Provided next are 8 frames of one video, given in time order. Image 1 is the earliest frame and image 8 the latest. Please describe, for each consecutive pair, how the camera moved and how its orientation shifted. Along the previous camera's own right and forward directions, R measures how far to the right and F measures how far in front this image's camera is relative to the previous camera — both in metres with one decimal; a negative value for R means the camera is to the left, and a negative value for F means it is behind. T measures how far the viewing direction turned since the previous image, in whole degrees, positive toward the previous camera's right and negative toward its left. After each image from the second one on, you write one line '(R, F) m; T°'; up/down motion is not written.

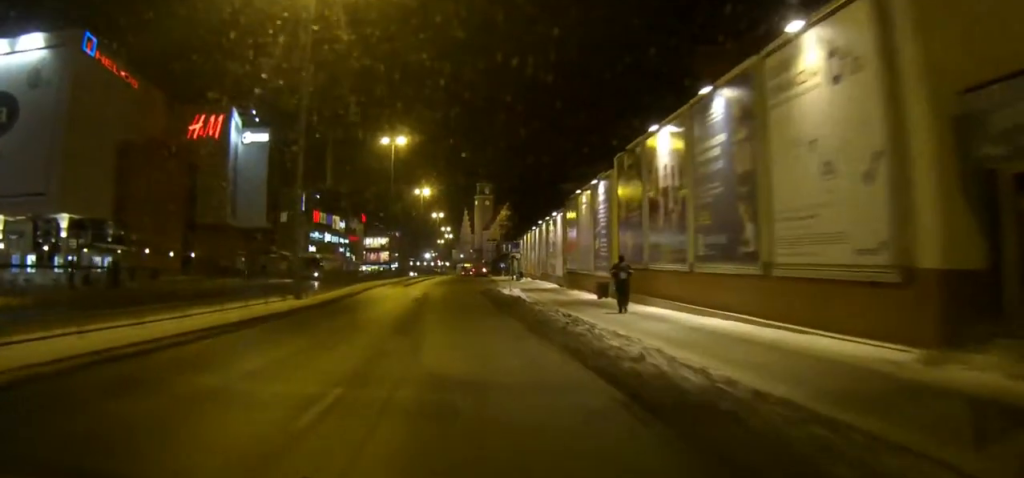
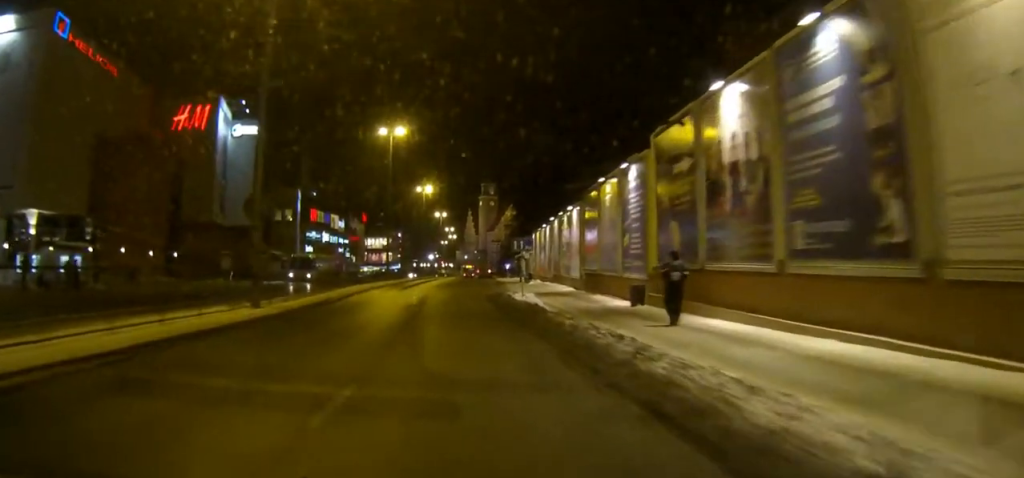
(0.0, +6.1) m; 0°
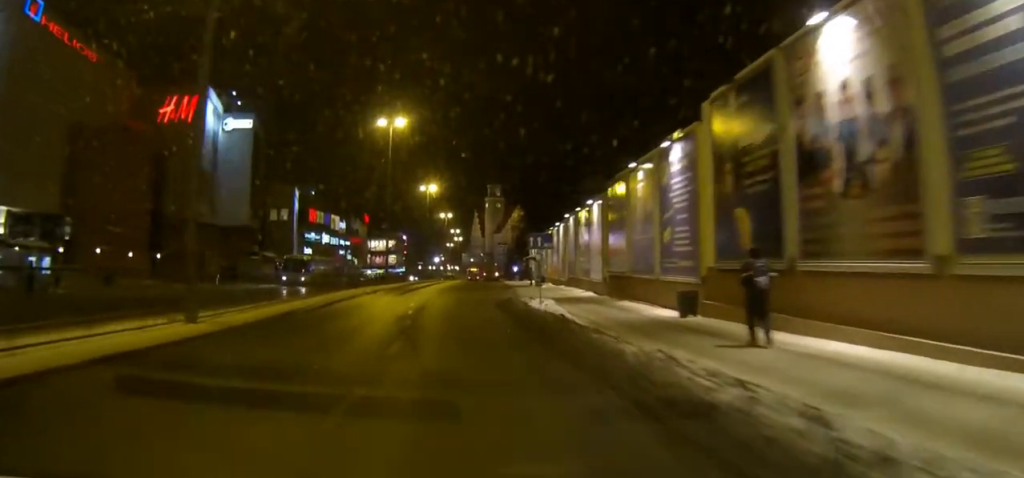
(0.0, +5.6) m; 0°
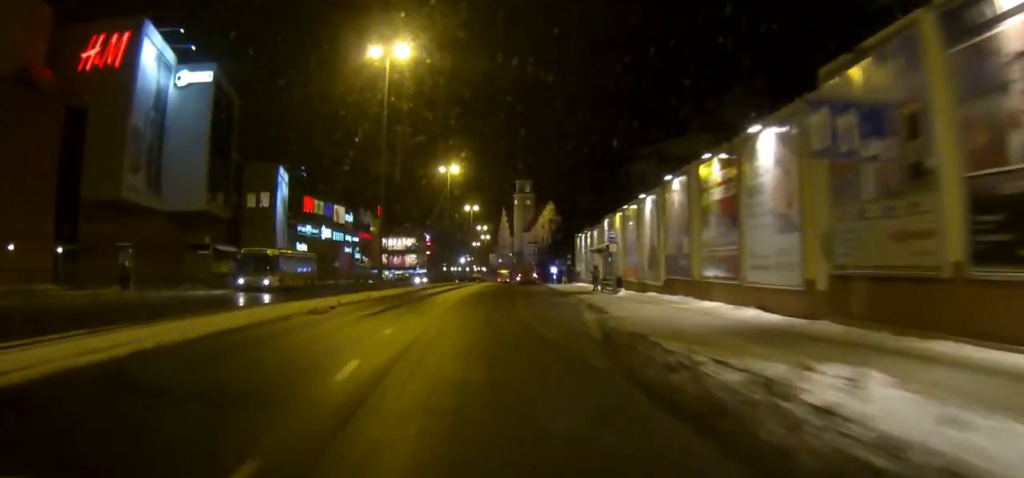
(-0.2, +21.3) m; -1°
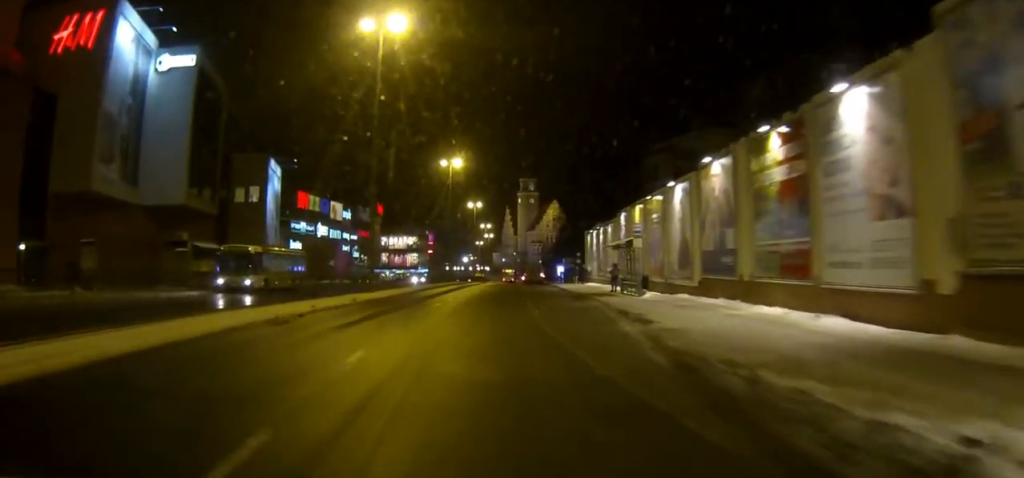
(-0.1, +5.1) m; 0°
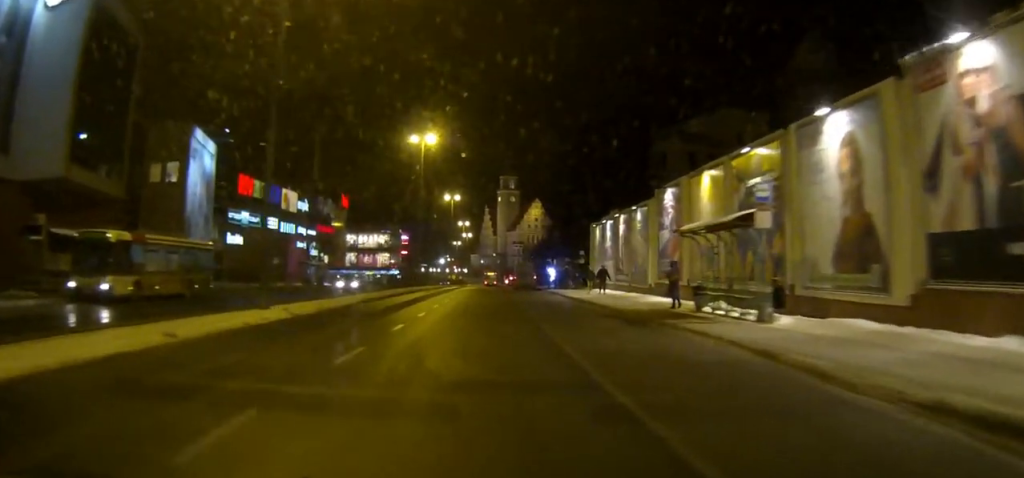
(0.0, +17.4) m; +1°
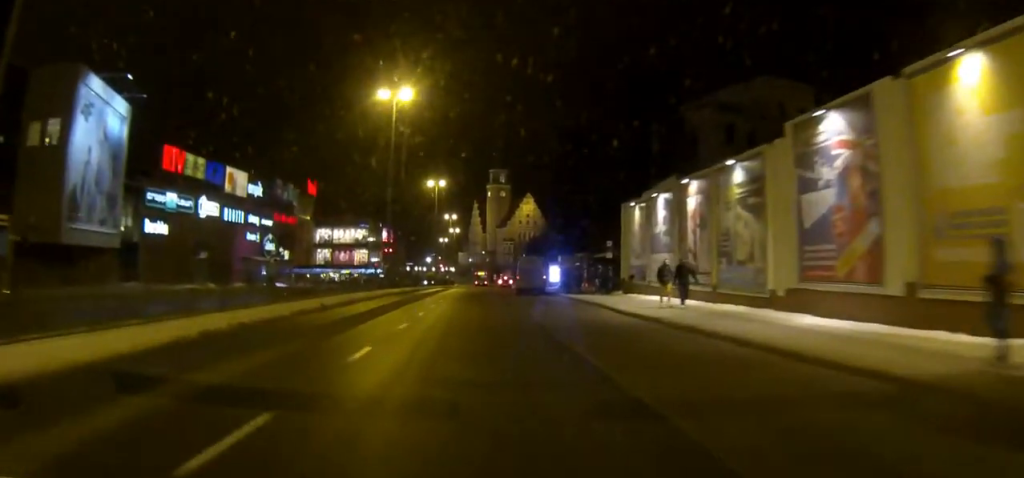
(+0.1, +17.8) m; +1°
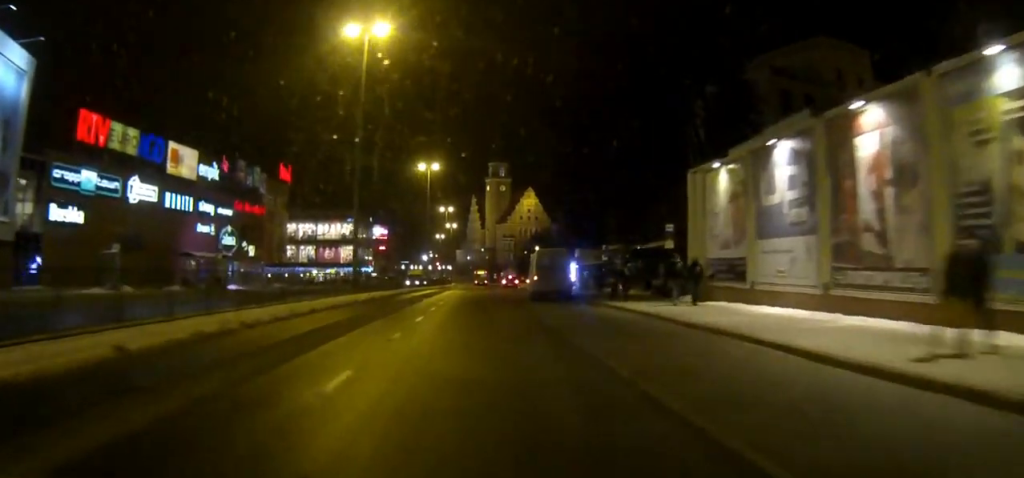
(+0.1, +14.9) m; 0°
